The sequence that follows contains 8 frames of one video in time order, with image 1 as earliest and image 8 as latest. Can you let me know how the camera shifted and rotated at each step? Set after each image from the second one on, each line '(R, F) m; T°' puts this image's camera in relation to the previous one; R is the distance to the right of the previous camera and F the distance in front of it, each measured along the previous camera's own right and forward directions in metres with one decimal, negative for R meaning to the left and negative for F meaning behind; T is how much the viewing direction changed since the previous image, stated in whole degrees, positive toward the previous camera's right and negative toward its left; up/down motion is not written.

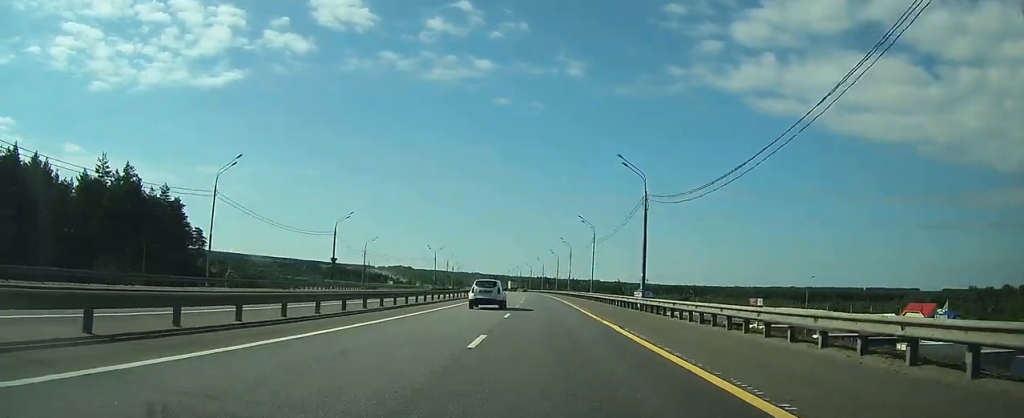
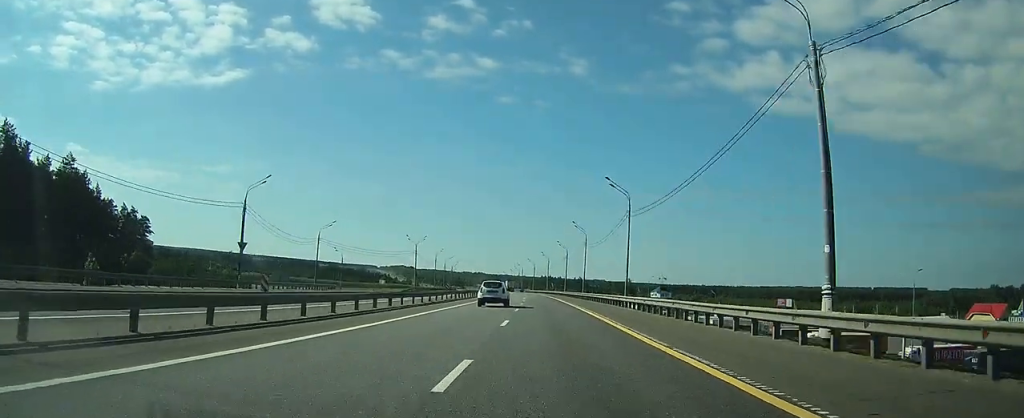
(-0.2, +29.3) m; -1°
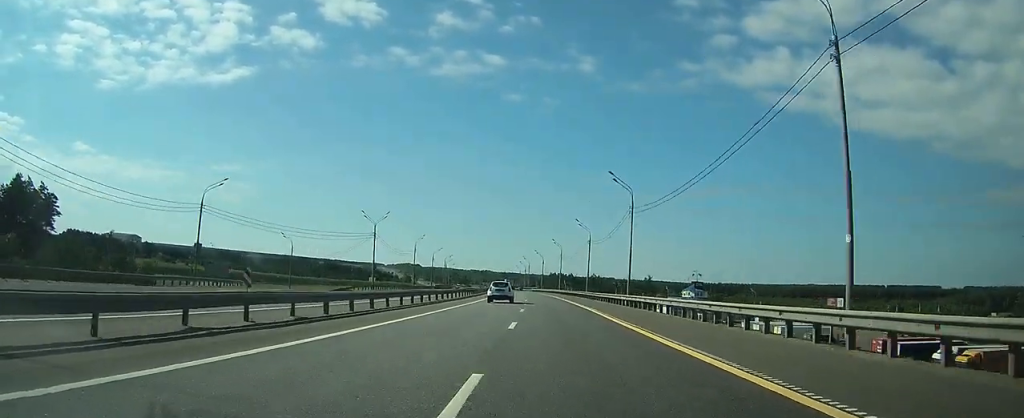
(-0.8, +43.3) m; -2°
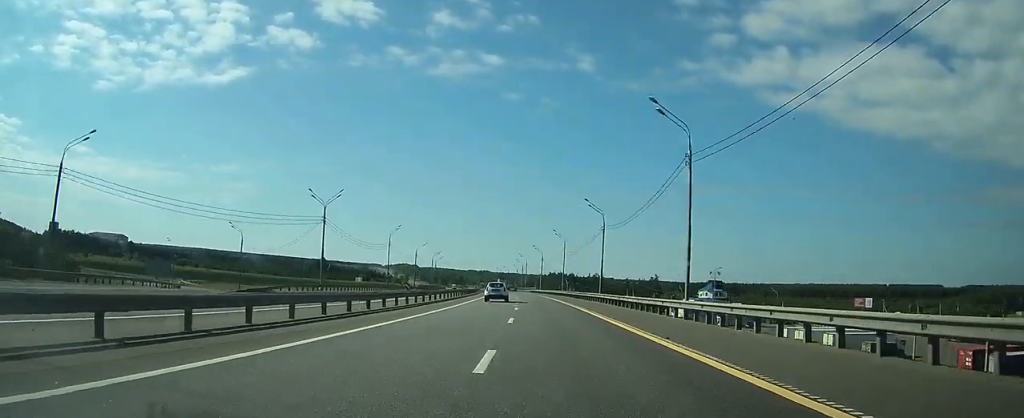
(0.0, +24.7) m; 0°
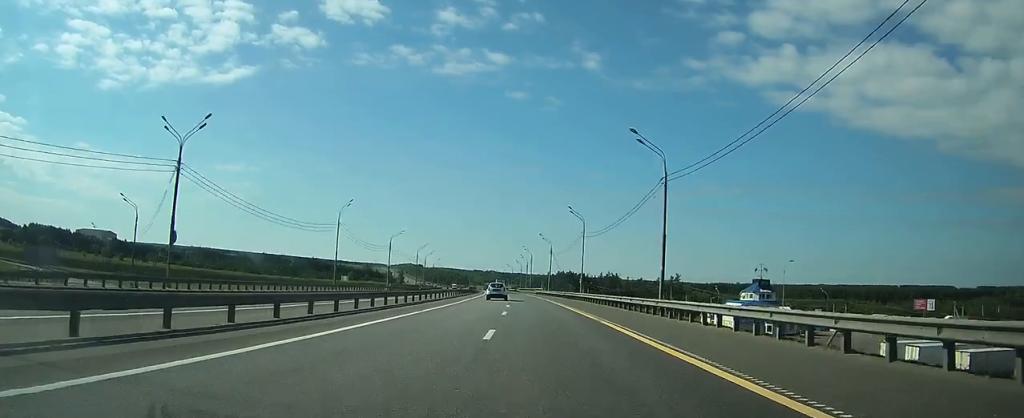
(-0.1, +34.0) m; -1°
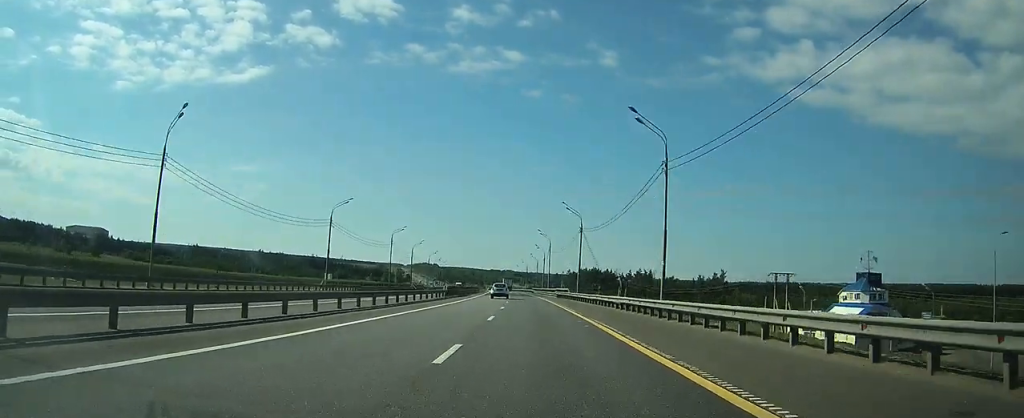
(-0.3, +39.3) m; -1°
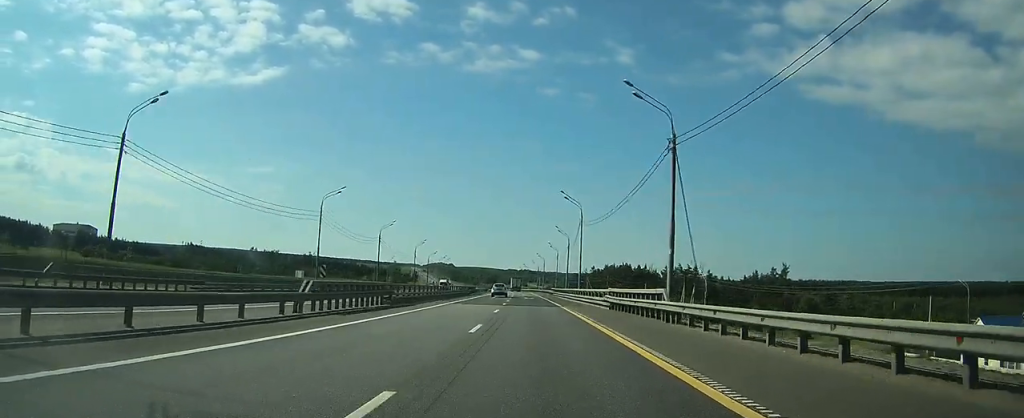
(-0.4, +41.9) m; -1°
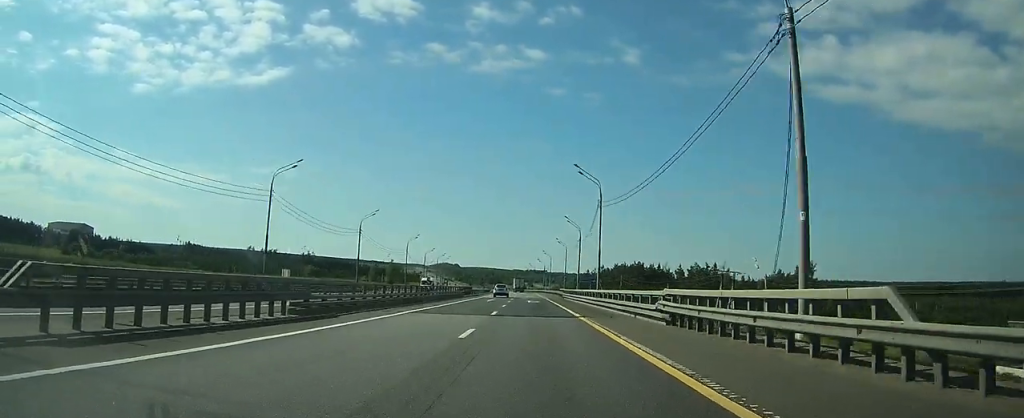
(+0.1, +15.8) m; 0°
